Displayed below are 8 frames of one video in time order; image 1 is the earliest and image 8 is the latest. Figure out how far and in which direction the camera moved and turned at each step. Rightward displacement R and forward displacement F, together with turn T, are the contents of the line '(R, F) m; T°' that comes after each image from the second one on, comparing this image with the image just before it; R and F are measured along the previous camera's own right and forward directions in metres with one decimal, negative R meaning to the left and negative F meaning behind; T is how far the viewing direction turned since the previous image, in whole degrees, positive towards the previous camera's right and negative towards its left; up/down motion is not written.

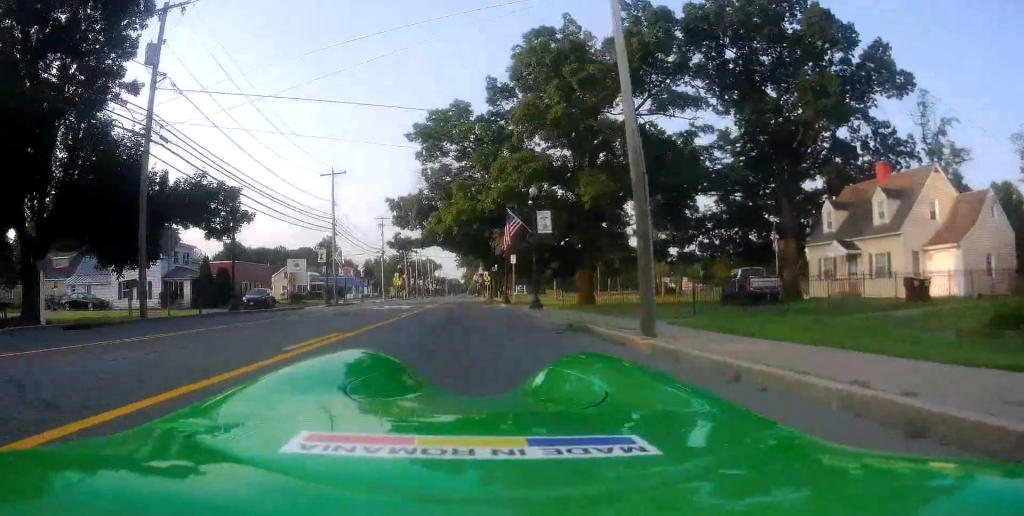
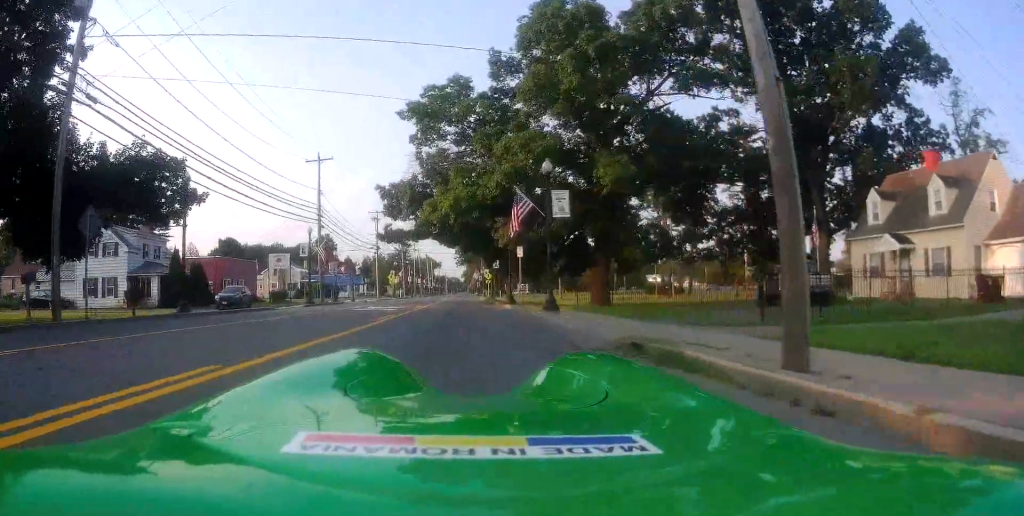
(0.0, +4.9) m; 0°
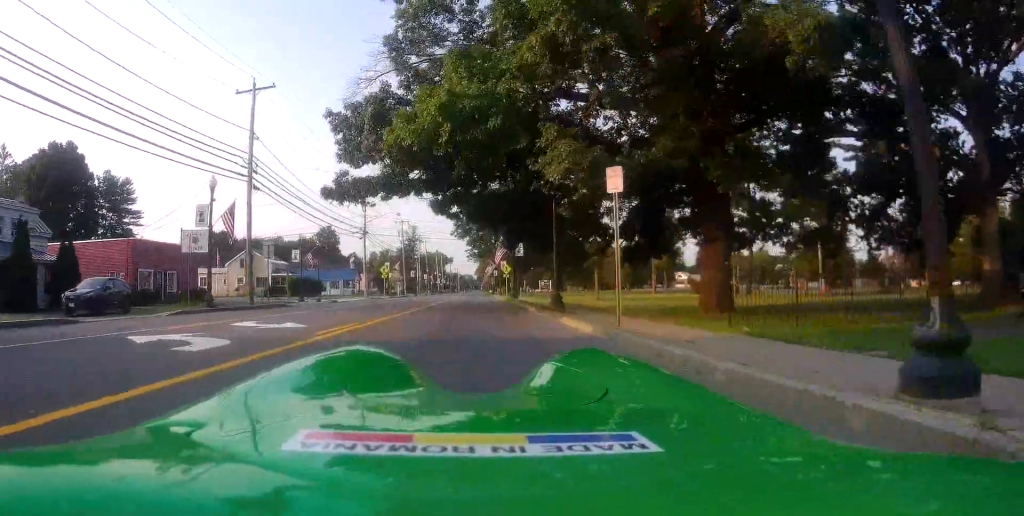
(0.0, +17.1) m; -2°
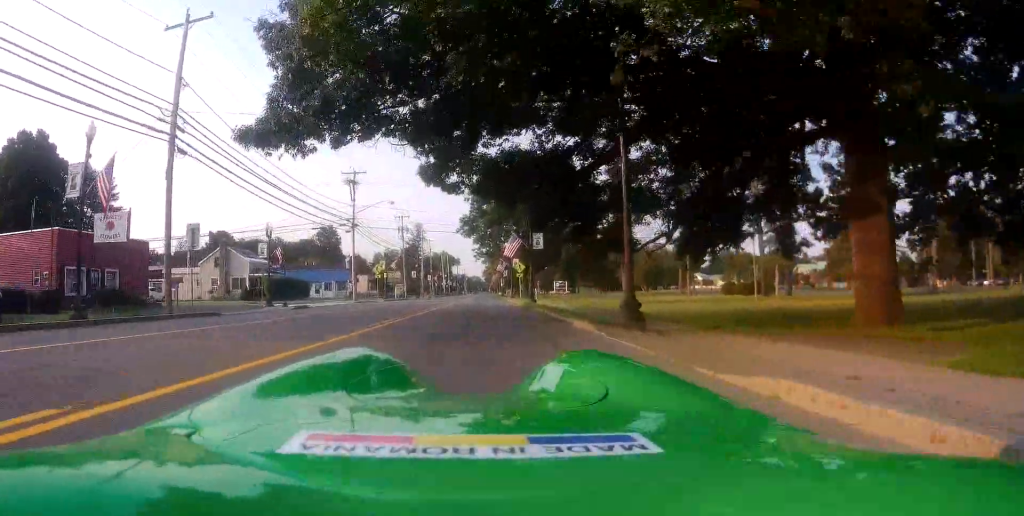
(-0.2, +9.2) m; -1°
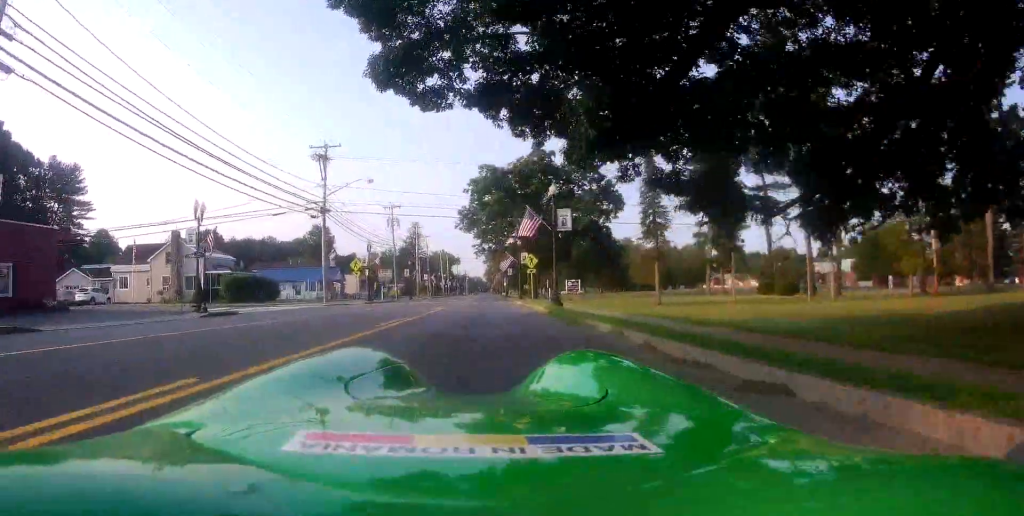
(+0.1, +10.7) m; +1°
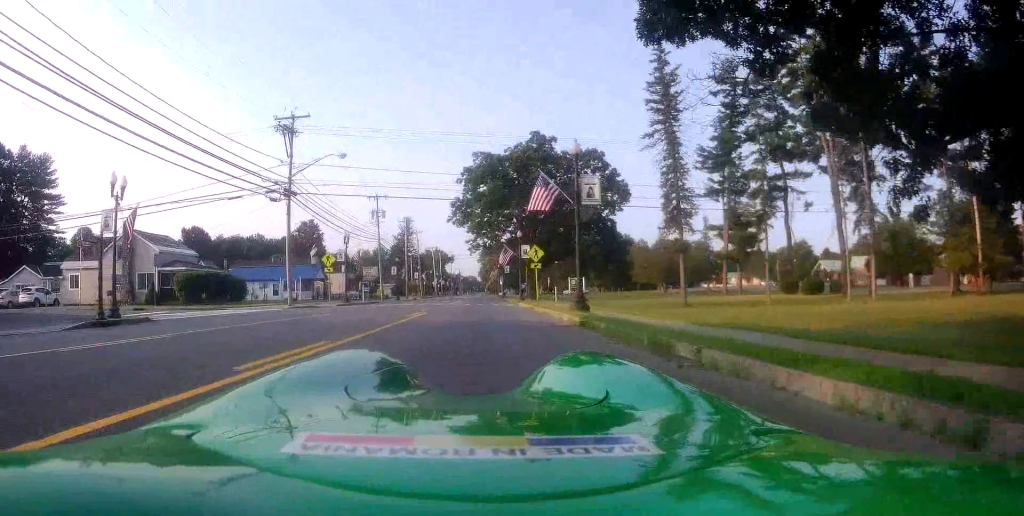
(+0.1, +7.2) m; 0°
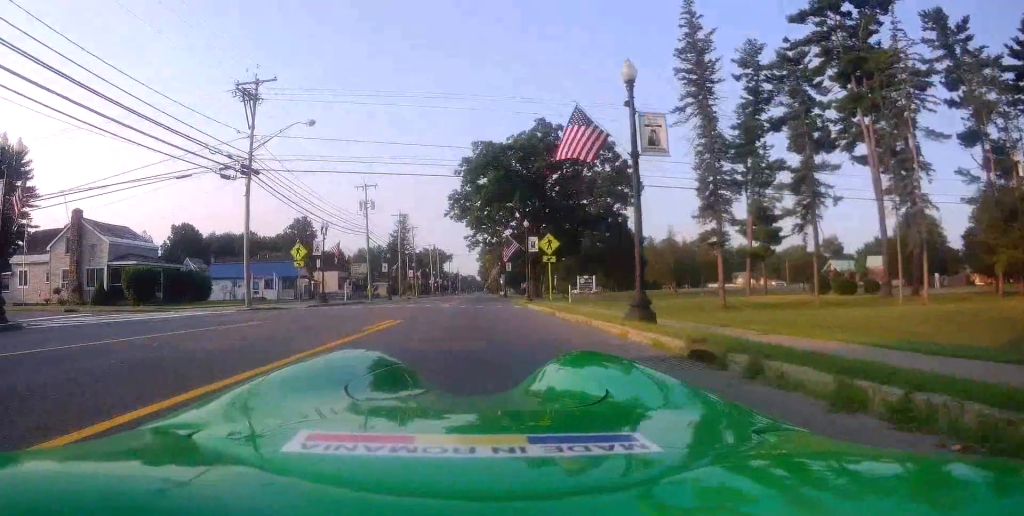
(+0.1, +6.8) m; -1°
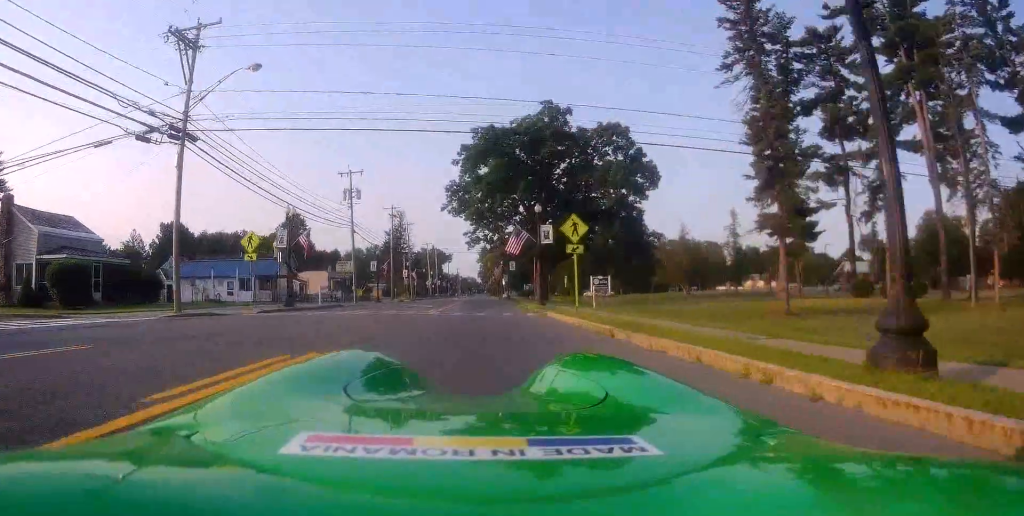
(-0.2, +7.7) m; 0°
